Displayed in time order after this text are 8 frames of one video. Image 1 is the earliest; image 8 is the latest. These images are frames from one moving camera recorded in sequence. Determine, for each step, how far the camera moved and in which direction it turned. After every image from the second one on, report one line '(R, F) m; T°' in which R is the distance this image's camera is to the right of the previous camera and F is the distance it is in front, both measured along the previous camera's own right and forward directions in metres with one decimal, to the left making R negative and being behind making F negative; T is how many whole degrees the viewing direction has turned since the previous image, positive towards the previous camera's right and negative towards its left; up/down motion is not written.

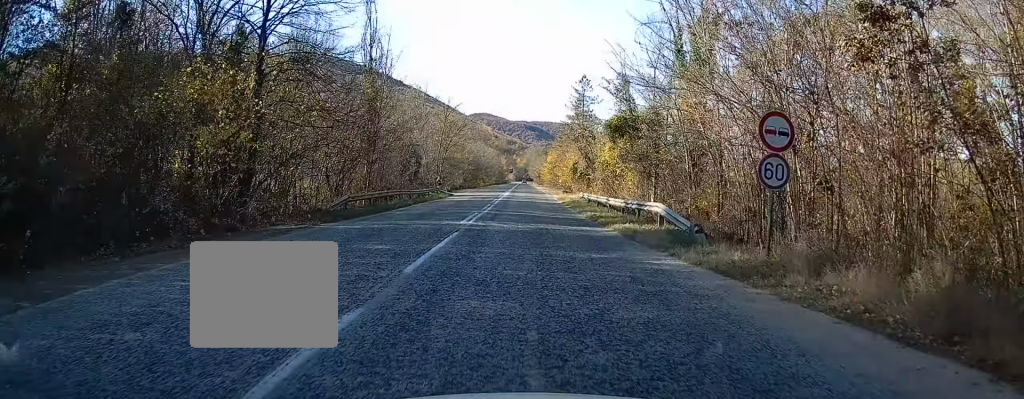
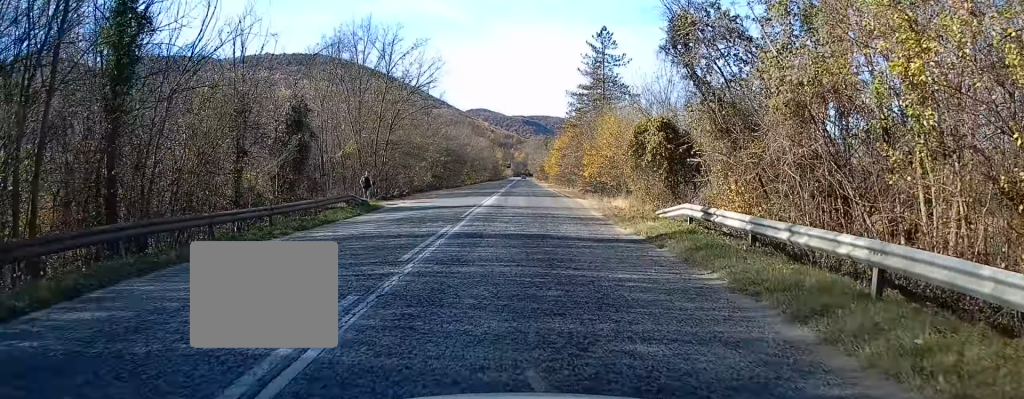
(+0.3, +26.7) m; 0°
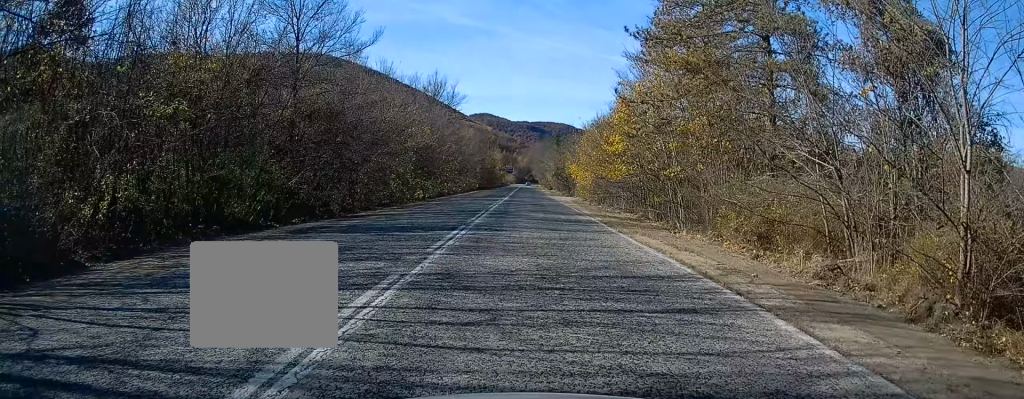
(-0.8, +43.6) m; -2°
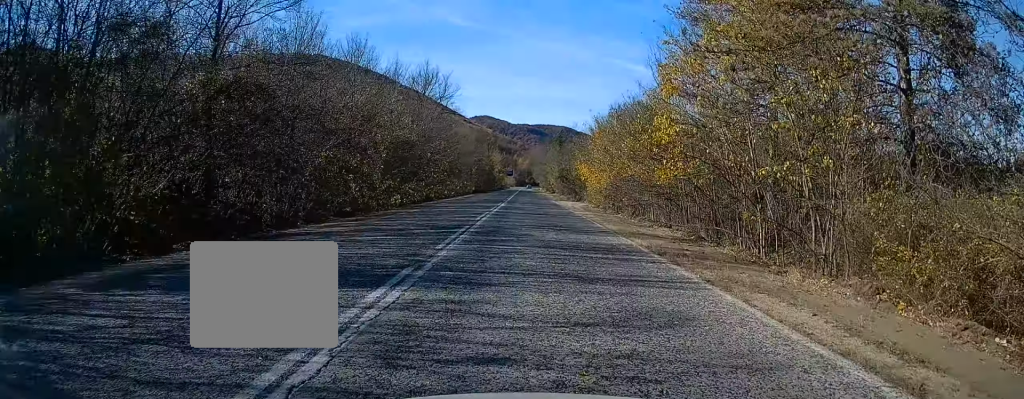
(-0.2, +8.3) m; 0°
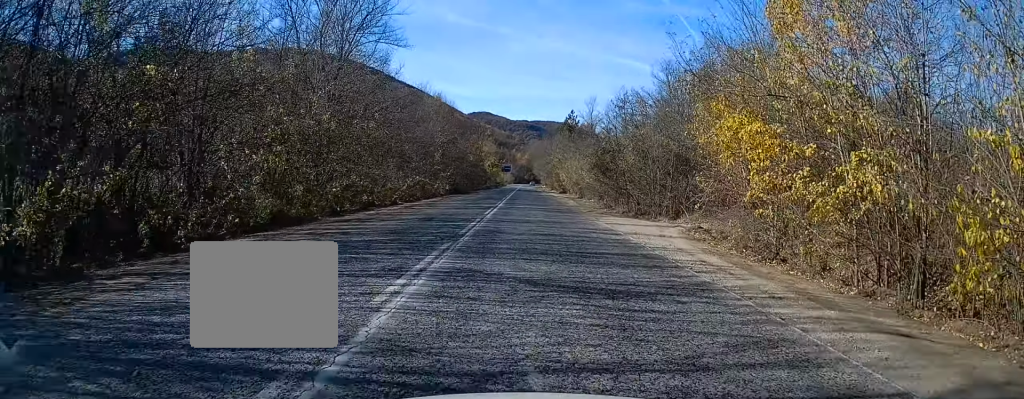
(+0.6, +32.3) m; +1°
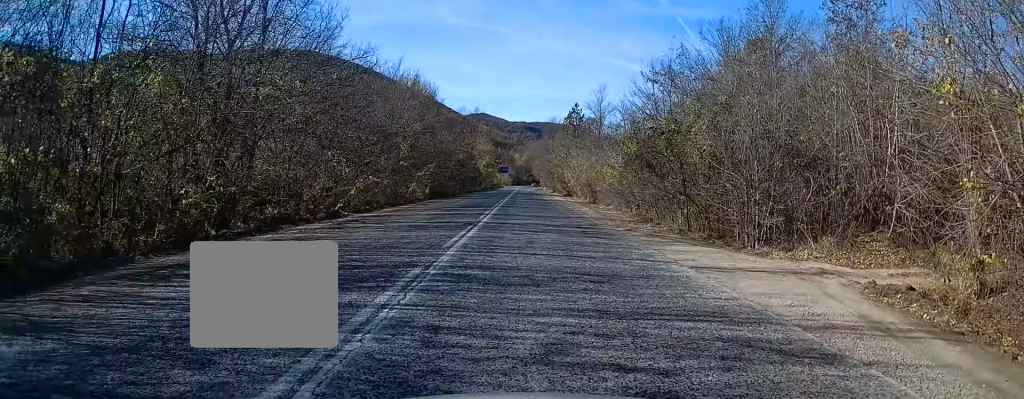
(0.0, +11.9) m; 0°
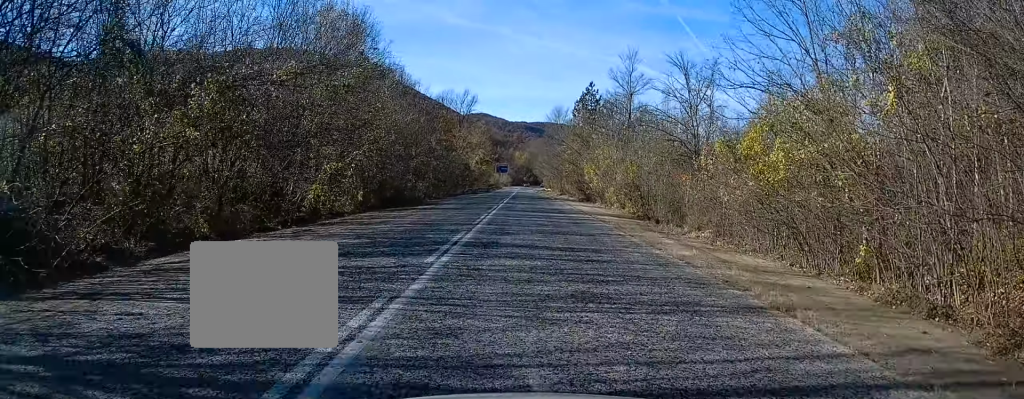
(+0.1, +21.1) m; +1°
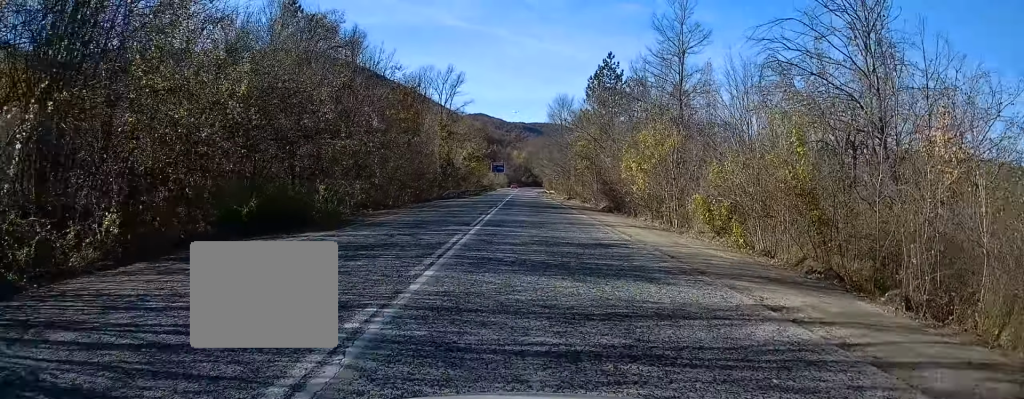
(+0.2, +18.5) m; 0°
